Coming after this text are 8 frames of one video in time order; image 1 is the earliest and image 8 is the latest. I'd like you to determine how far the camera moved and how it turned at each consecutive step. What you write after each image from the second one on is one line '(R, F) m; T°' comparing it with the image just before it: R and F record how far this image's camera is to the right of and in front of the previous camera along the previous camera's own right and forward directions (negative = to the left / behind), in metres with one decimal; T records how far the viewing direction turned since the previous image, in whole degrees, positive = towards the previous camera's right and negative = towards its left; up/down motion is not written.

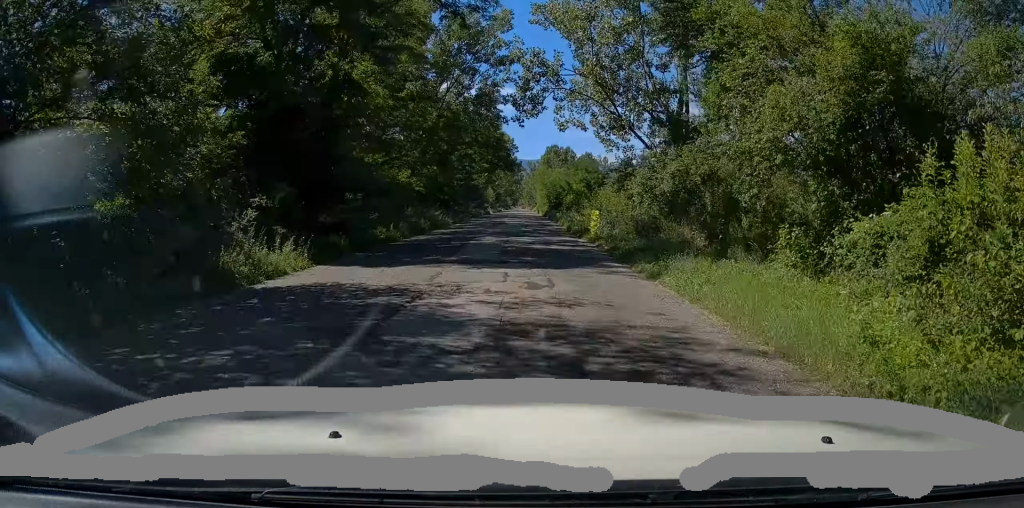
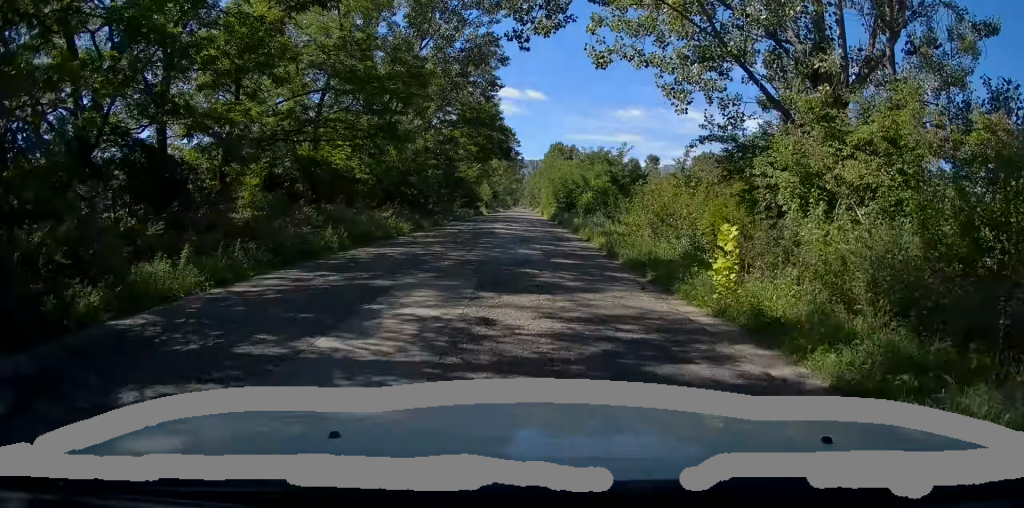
(-0.1, +14.8) m; -1°
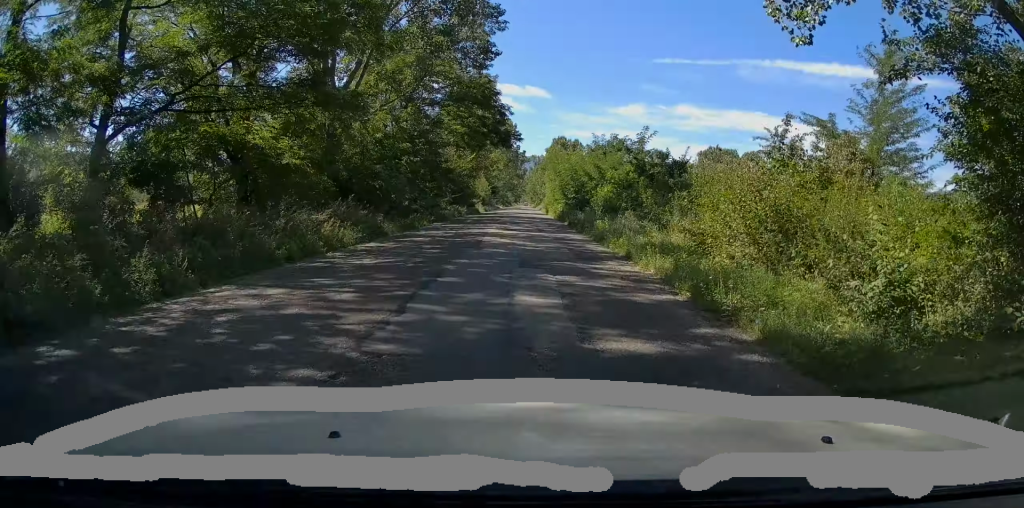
(0.0, +8.3) m; 0°
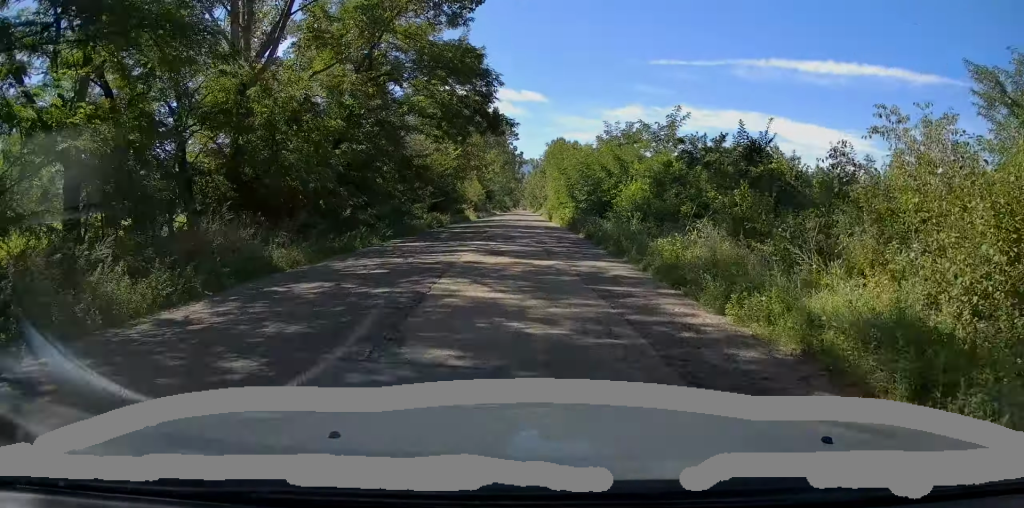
(0.0, +9.5) m; 0°
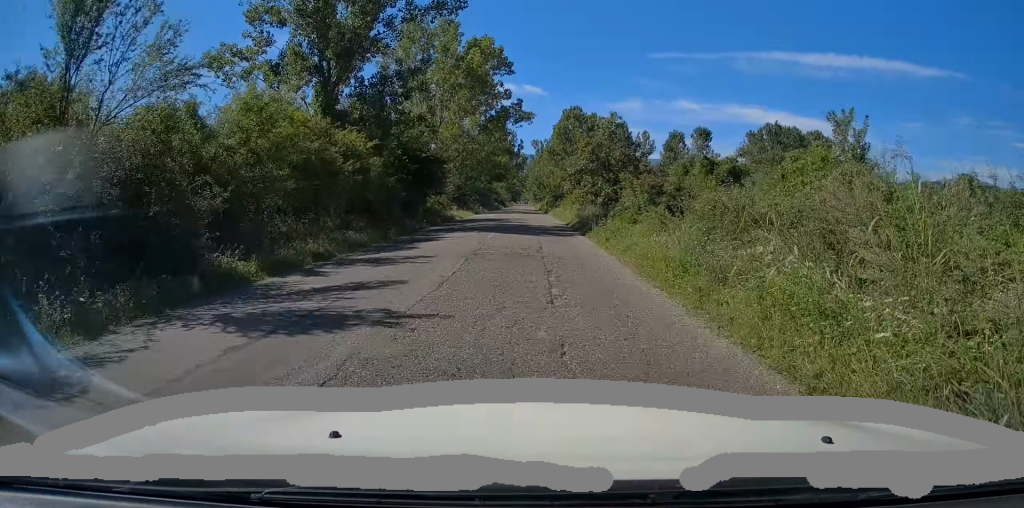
(+0.4, +59.8) m; 0°
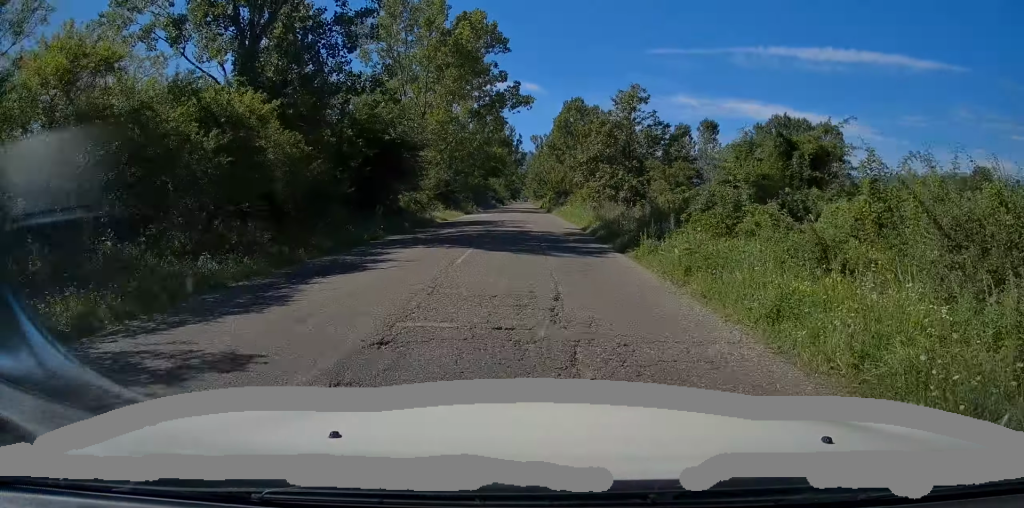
(-0.1, +8.8) m; 0°
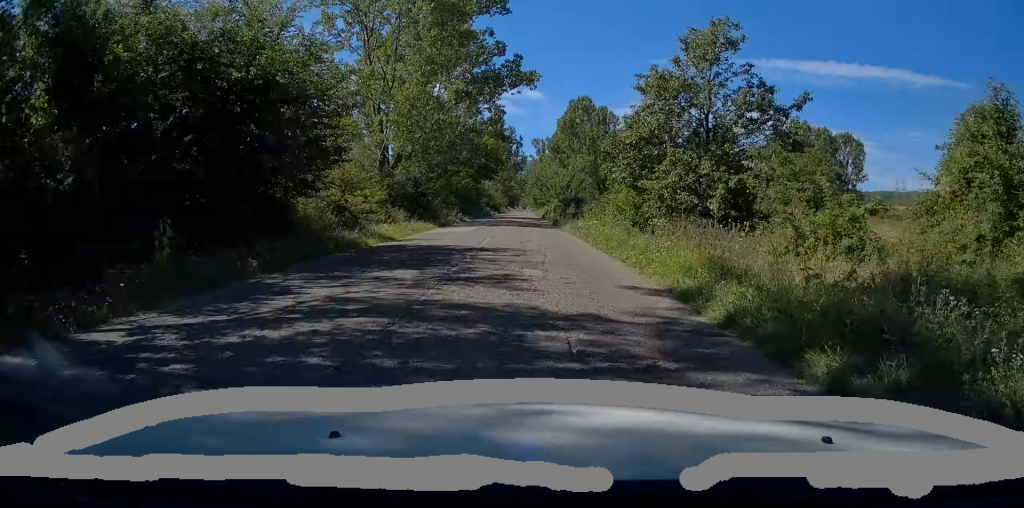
(-0.1, +14.0) m; 0°
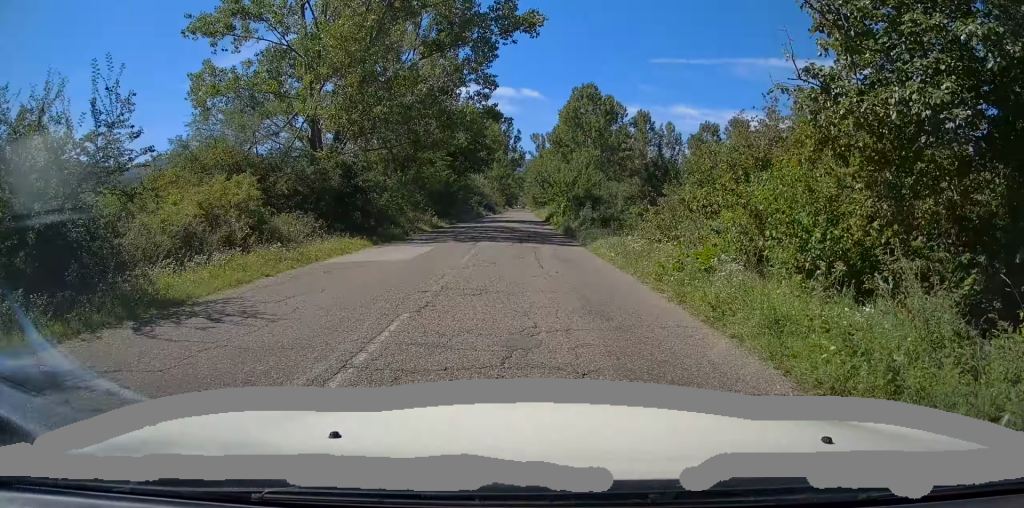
(0.0, +13.9) m; 0°
